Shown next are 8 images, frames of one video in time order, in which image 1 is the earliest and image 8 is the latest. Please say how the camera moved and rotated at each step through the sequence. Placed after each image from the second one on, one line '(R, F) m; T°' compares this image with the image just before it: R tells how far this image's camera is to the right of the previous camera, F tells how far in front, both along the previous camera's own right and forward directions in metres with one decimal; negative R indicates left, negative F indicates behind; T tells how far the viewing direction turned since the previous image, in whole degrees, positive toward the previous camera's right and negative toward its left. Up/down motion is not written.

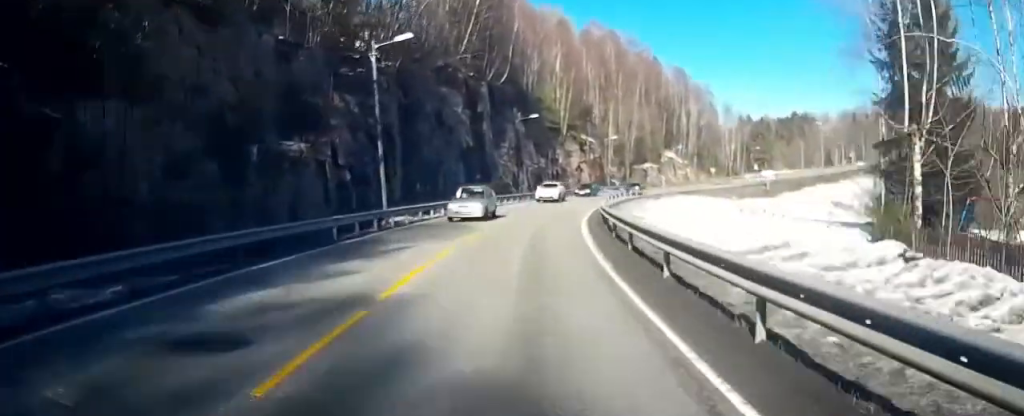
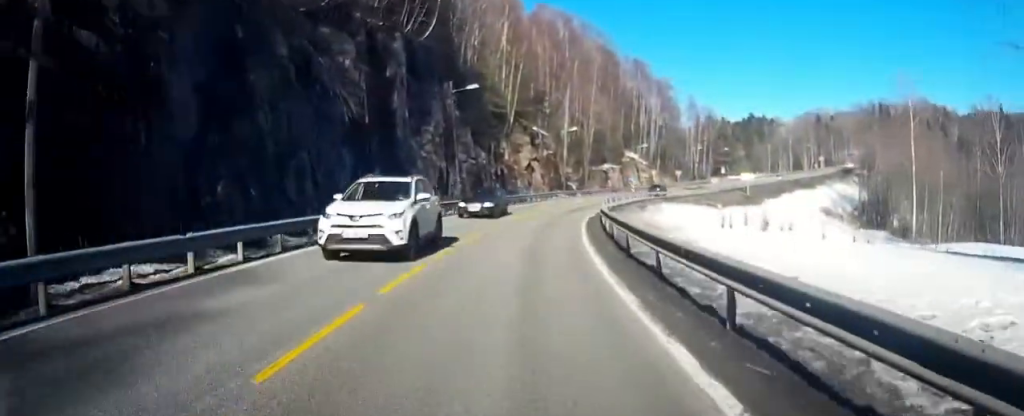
(+0.6, +19.1) m; +4°
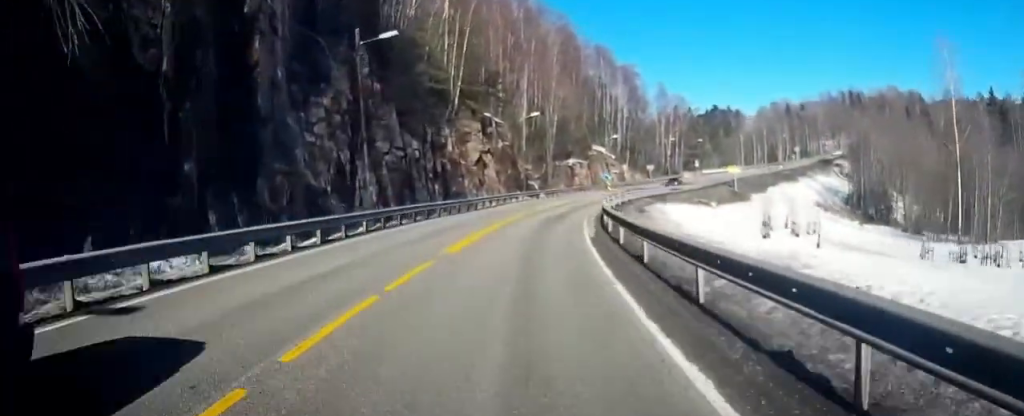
(+0.6, +15.1) m; +5°
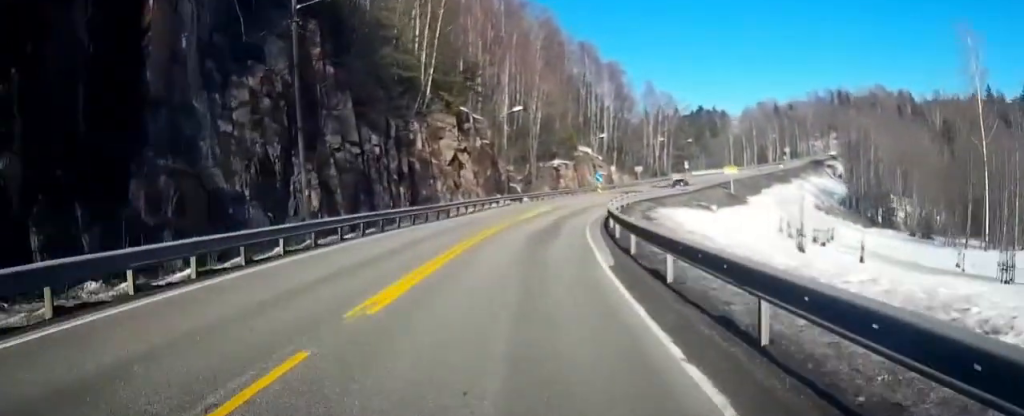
(+0.1, +6.4) m; +2°
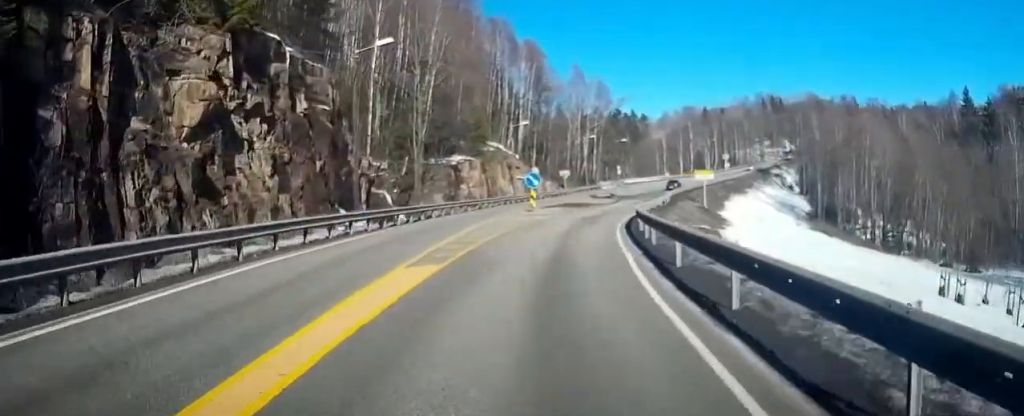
(+1.7, +27.0) m; +7°
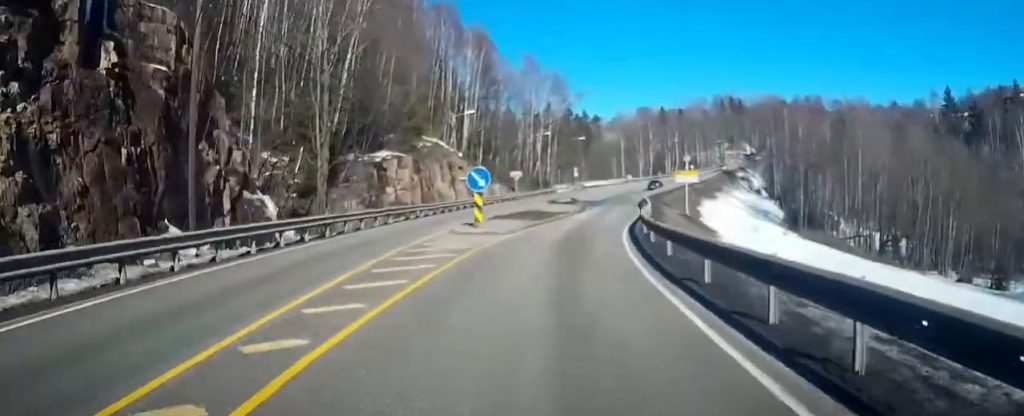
(+0.3, +11.3) m; +4°
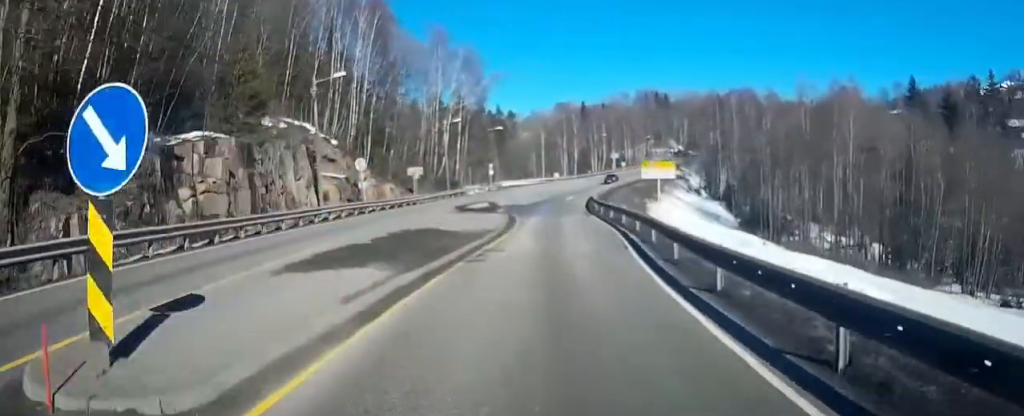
(+1.0, +17.4) m; +6°
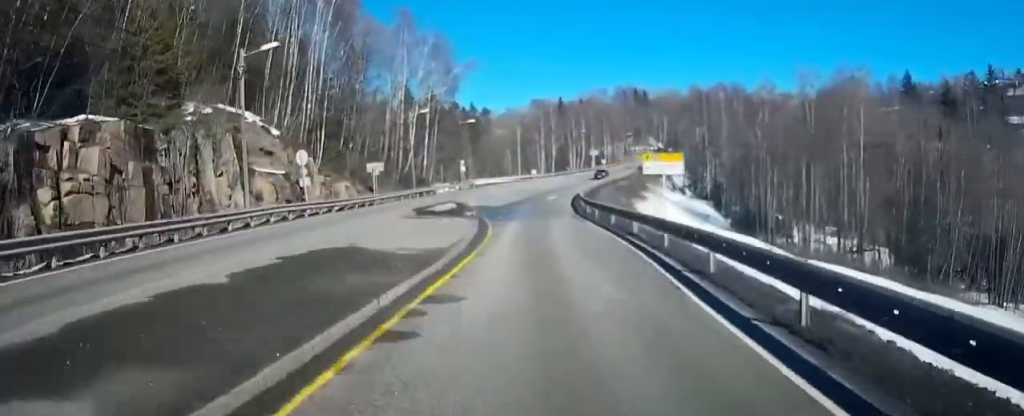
(0.0, +7.0) m; +3°
